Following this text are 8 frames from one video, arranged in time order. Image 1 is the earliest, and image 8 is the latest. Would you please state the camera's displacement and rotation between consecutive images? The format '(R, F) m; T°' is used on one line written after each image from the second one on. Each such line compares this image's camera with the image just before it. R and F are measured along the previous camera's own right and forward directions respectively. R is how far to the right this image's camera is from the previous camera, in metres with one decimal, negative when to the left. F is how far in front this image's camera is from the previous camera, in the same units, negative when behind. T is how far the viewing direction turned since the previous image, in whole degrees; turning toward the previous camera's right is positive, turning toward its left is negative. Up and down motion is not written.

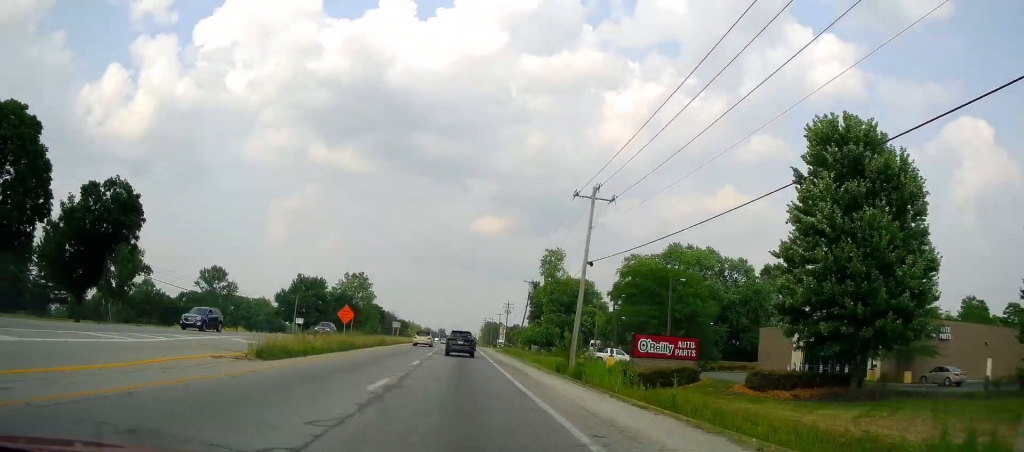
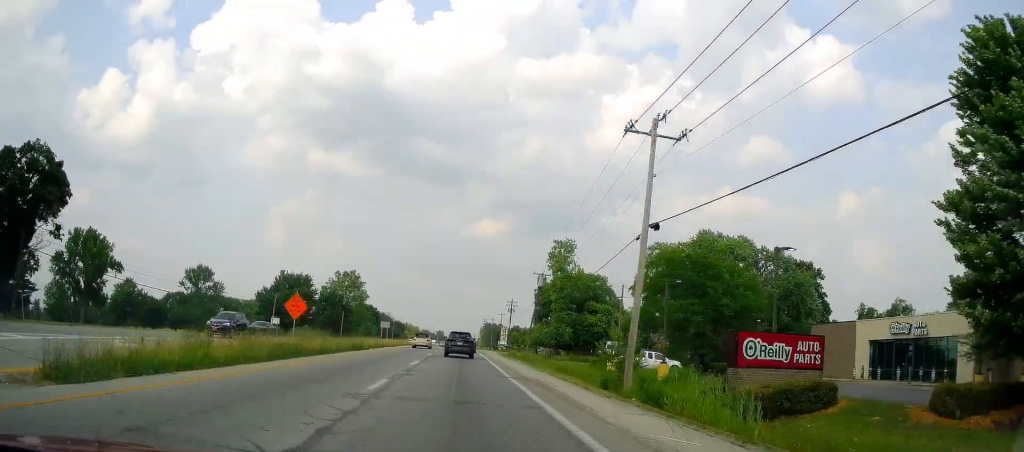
(0.0, +12.0) m; 0°
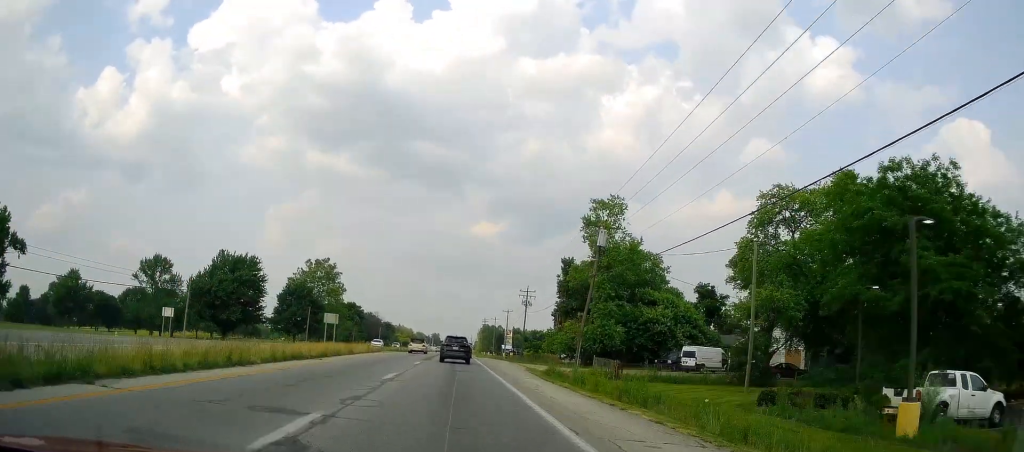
(+0.4, +31.3) m; +1°
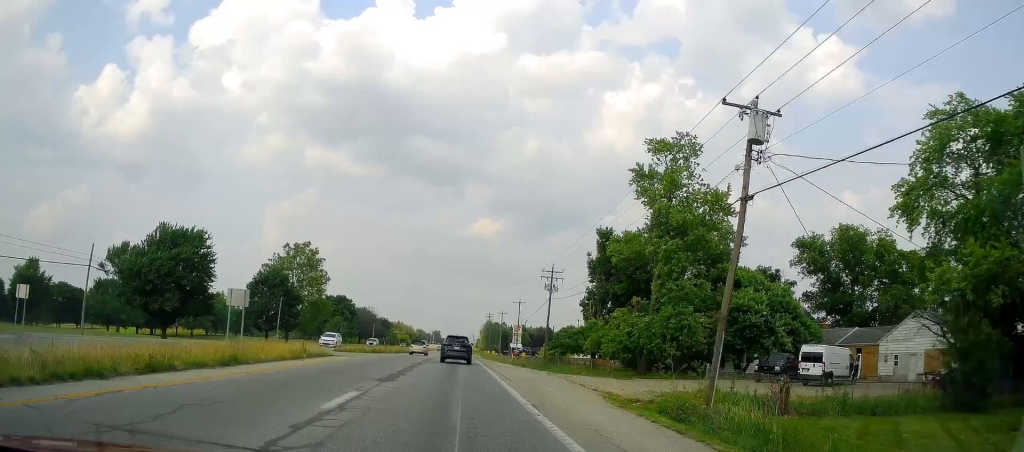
(-0.1, +20.9) m; 0°
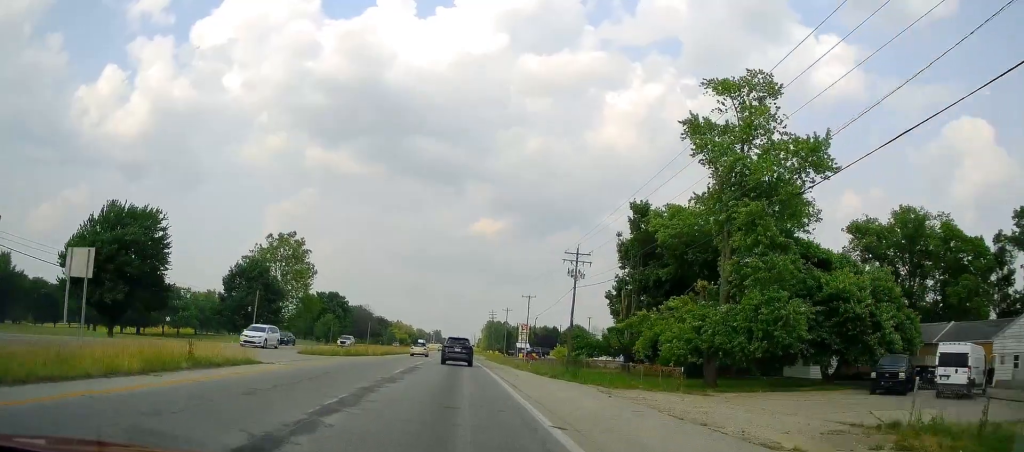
(-0.1, +12.7) m; 0°
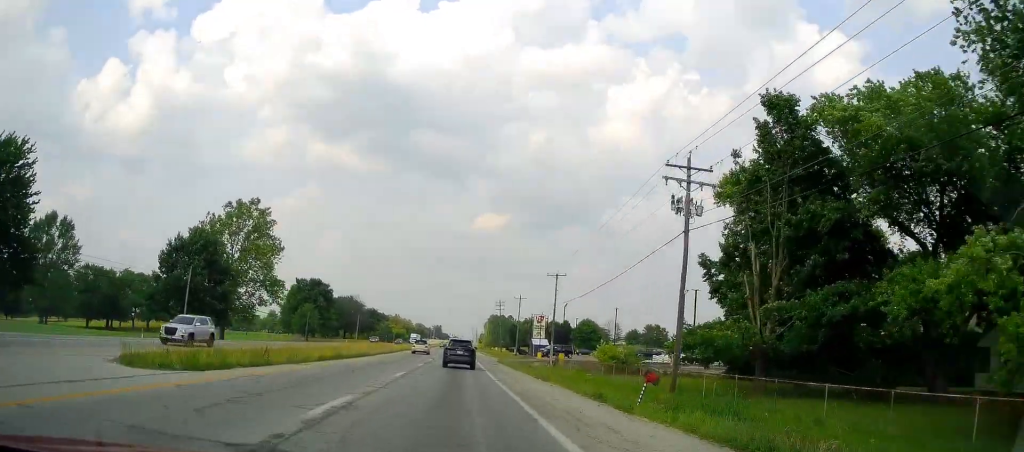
(+0.1, +24.0) m; 0°
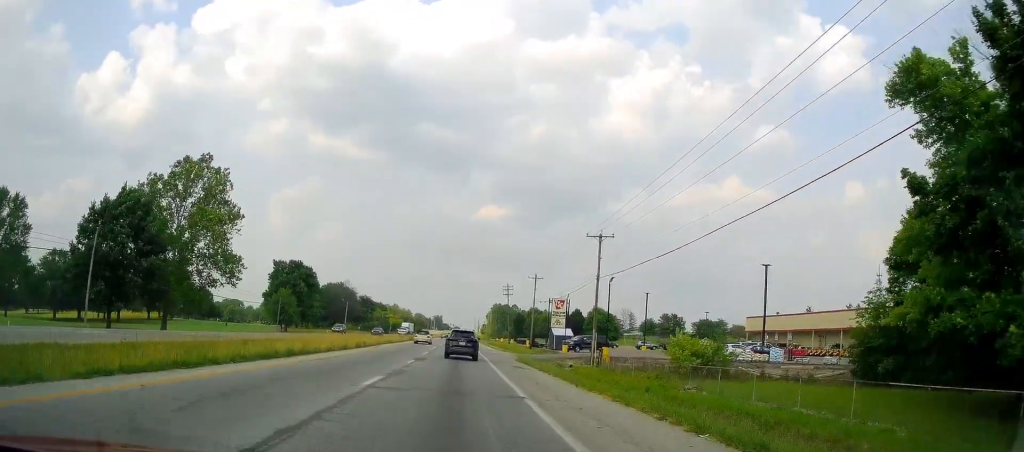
(-0.2, +19.6) m; -1°
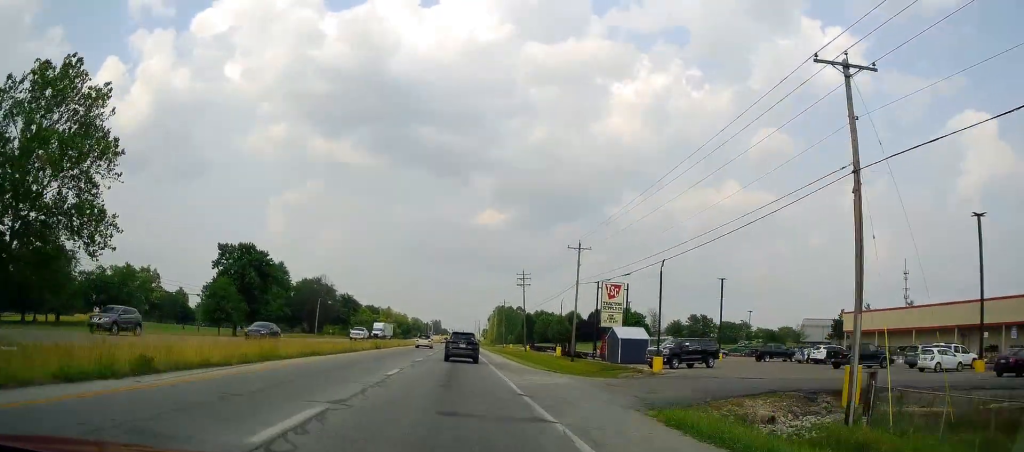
(-0.3, +31.3) m; 0°
